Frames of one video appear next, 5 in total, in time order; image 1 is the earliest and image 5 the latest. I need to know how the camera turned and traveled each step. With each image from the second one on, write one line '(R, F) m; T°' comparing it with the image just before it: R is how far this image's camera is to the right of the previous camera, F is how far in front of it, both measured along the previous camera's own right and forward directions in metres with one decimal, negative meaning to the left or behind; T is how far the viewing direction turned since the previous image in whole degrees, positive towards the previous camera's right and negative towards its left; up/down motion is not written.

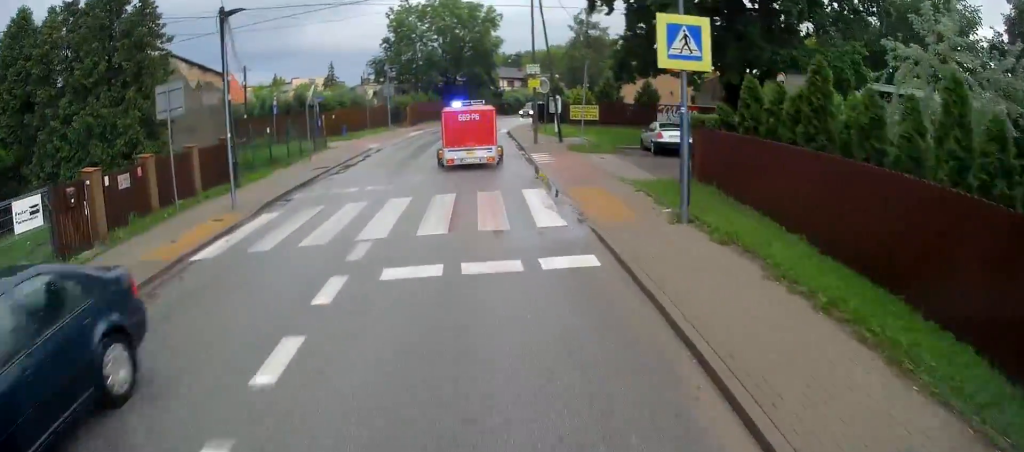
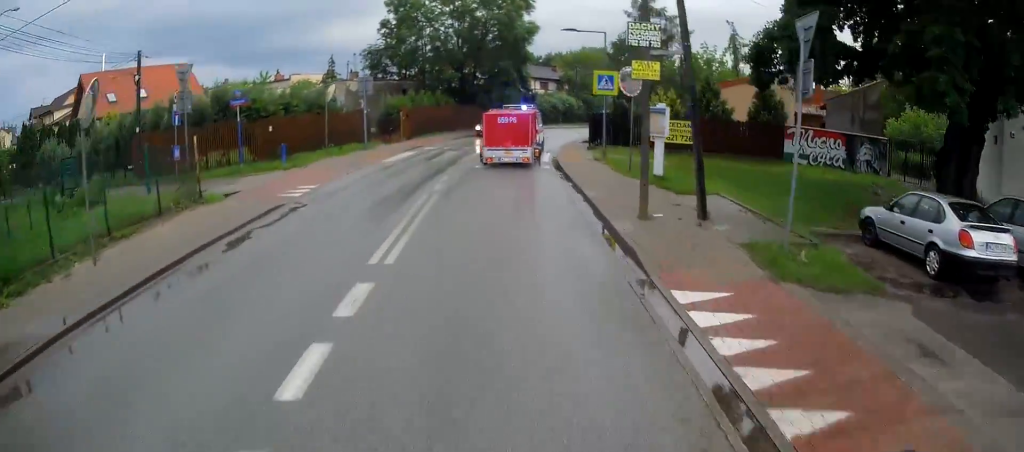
(-0.6, +15.4) m; -4°
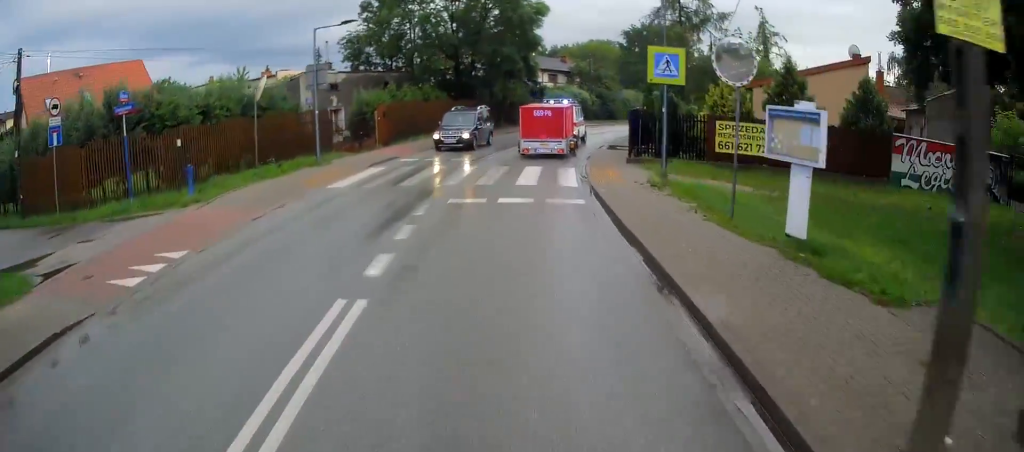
(-0.1, +7.7) m; 0°
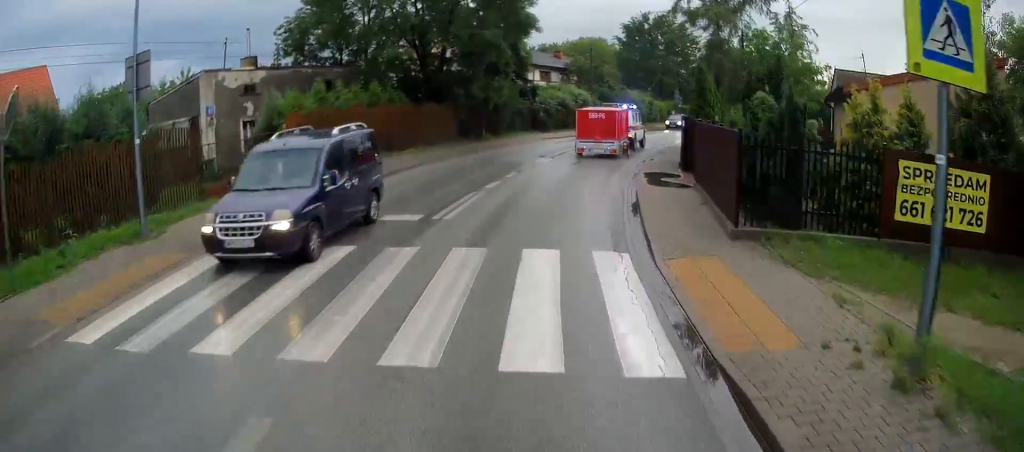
(+0.1, +9.9) m; +3°
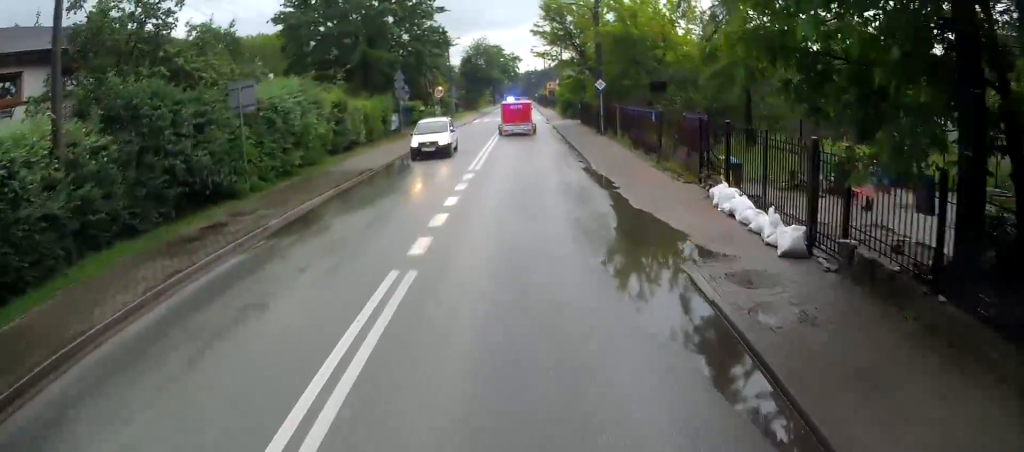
(+6.8, +38.6) m; +23°
